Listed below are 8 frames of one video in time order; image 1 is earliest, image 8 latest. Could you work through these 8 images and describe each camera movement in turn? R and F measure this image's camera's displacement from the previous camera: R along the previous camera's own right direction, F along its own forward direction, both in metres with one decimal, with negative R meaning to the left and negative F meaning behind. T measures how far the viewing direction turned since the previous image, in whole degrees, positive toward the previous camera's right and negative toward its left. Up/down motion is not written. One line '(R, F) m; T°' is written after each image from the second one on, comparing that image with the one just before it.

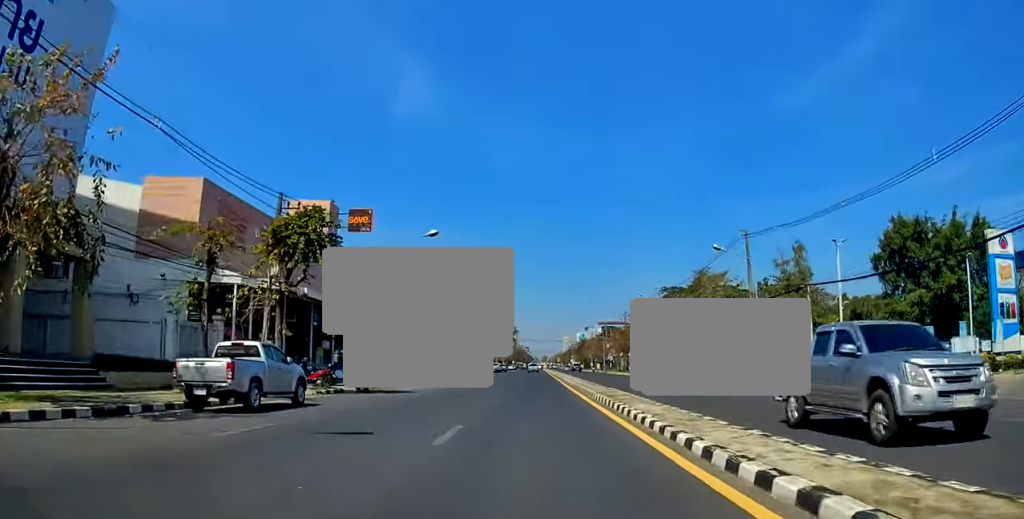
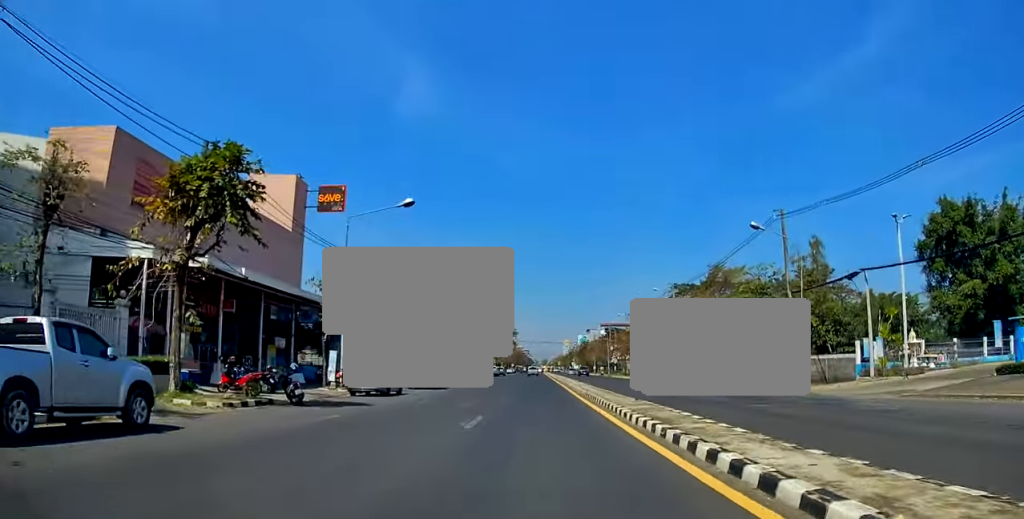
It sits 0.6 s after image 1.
(0.0, +8.4) m; -1°
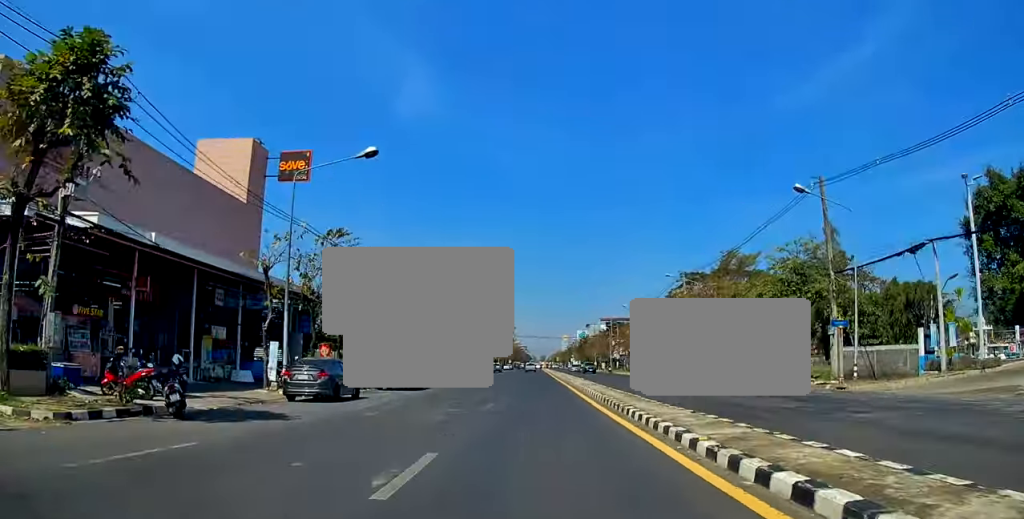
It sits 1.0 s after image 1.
(-0.1, +7.2) m; -1°
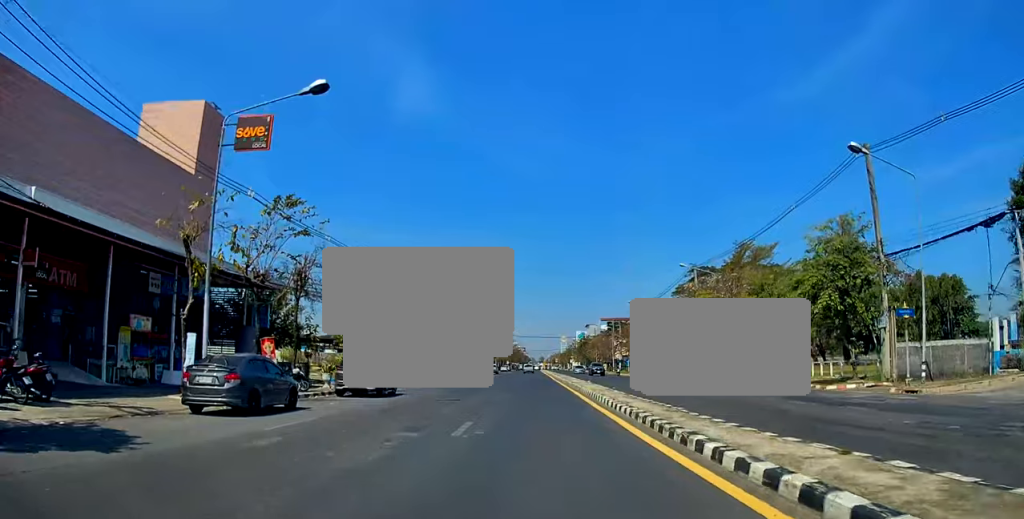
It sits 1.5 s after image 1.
(-0.2, +6.7) m; 0°
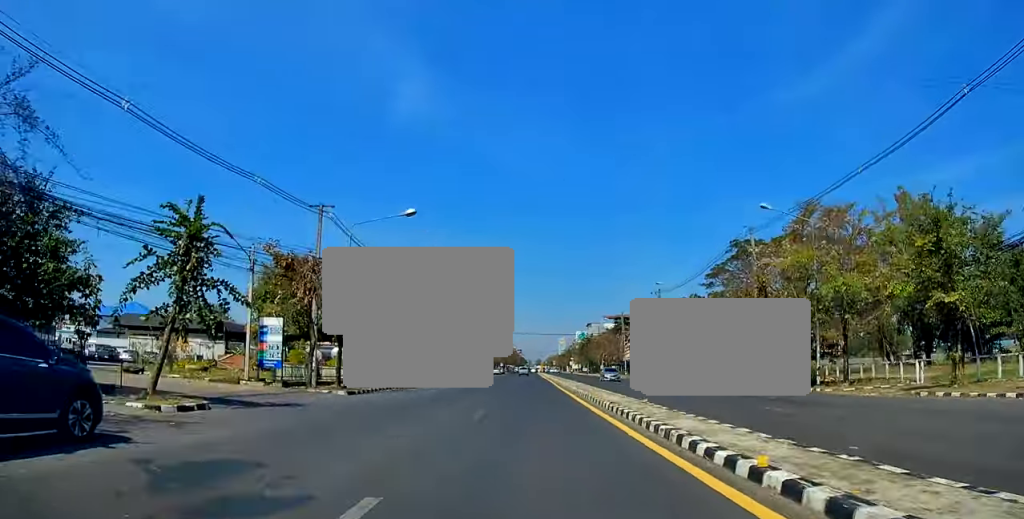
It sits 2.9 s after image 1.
(+0.4, +20.5) m; 0°
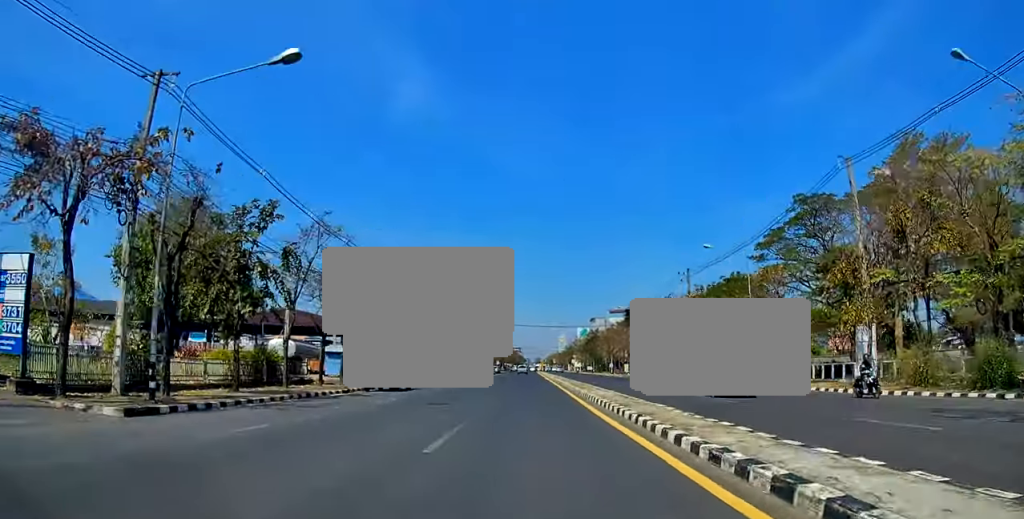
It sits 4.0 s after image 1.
(-0.4, +17.8) m; 0°
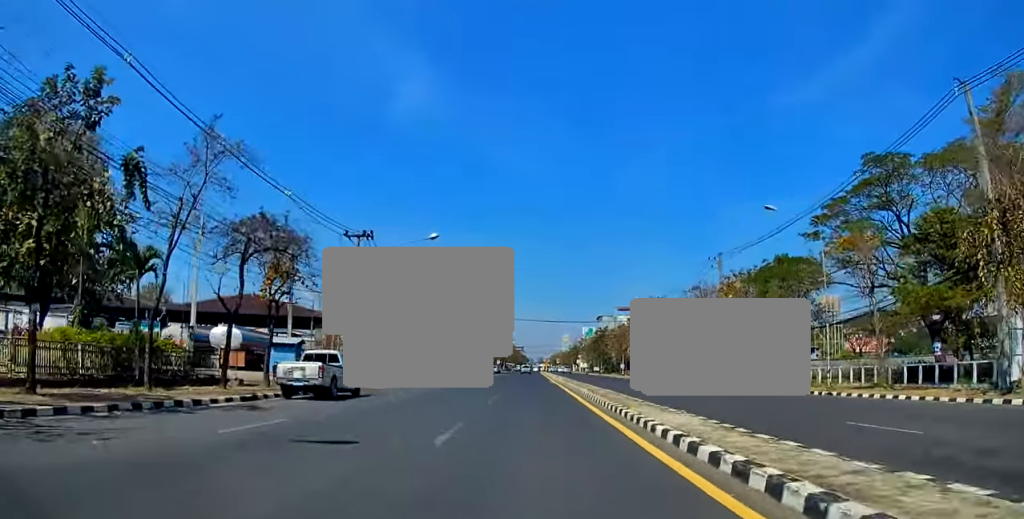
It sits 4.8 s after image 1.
(+0.5, +11.7) m; 0°
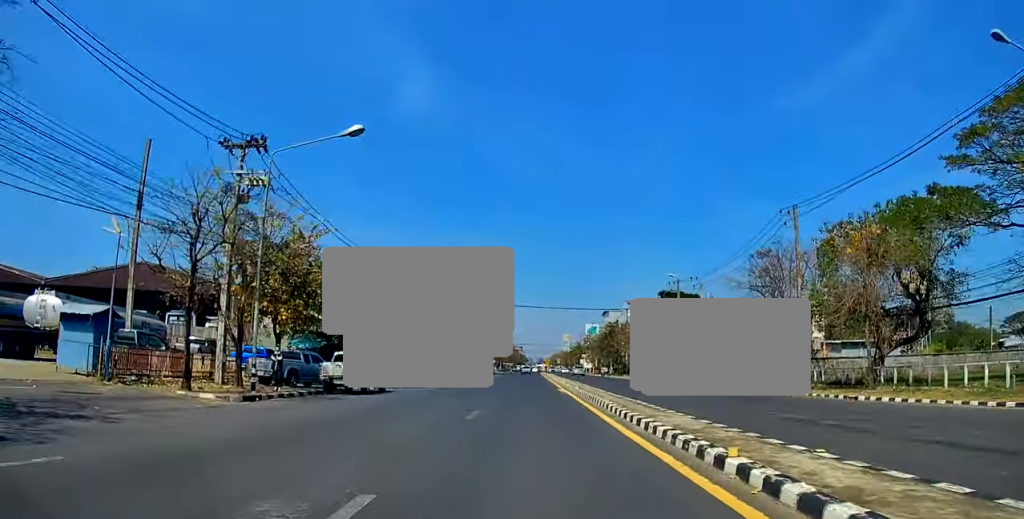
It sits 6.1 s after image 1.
(-0.7, +19.3) m; -1°
